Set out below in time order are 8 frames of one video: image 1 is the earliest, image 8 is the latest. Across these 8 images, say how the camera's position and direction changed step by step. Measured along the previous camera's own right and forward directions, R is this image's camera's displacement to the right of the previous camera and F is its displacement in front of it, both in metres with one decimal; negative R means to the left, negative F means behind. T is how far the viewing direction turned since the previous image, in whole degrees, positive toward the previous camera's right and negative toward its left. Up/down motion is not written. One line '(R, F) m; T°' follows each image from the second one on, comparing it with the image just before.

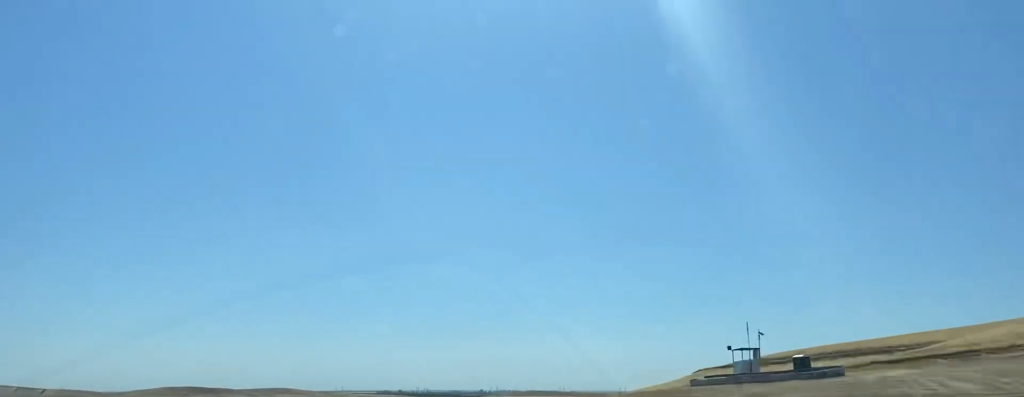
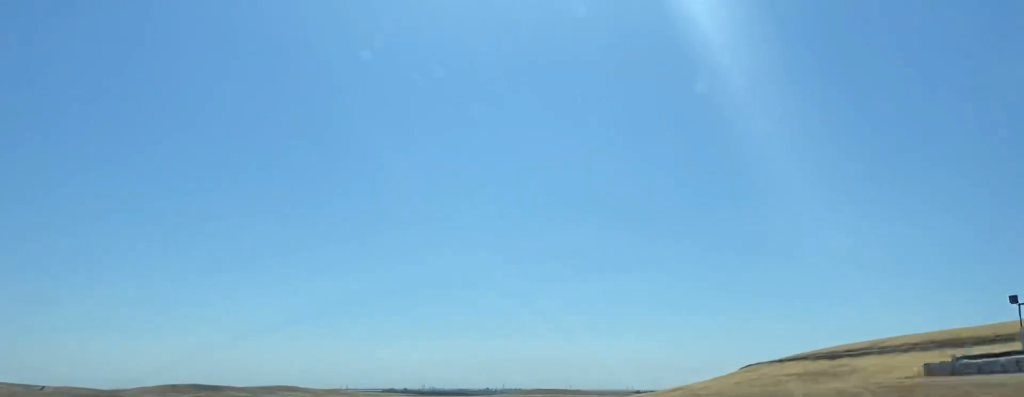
(+0.8, +40.6) m; 0°
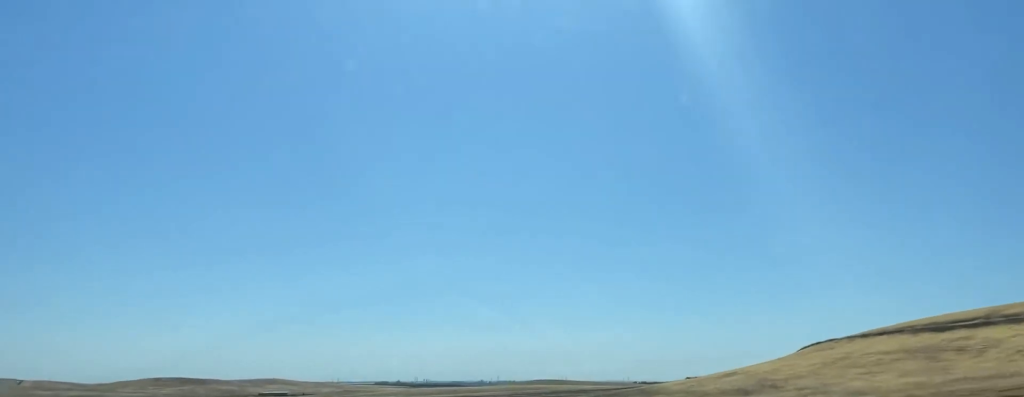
(-1.0, +42.9) m; -2°
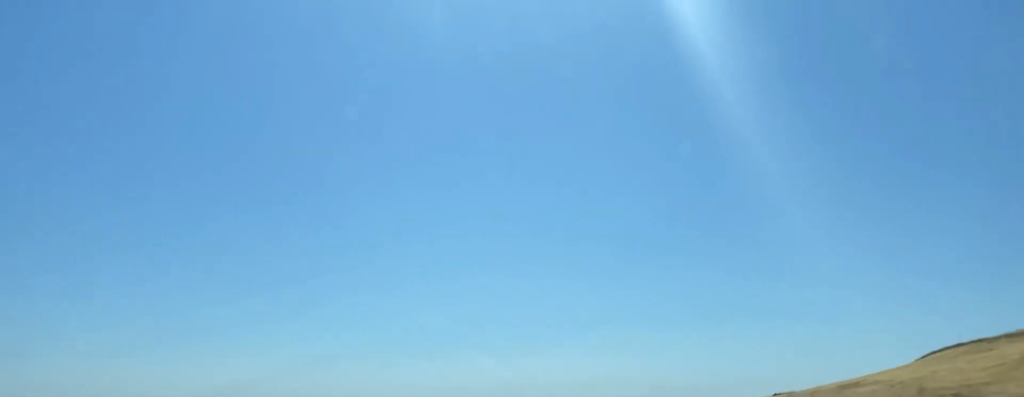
(-0.6, +34.8) m; -6°
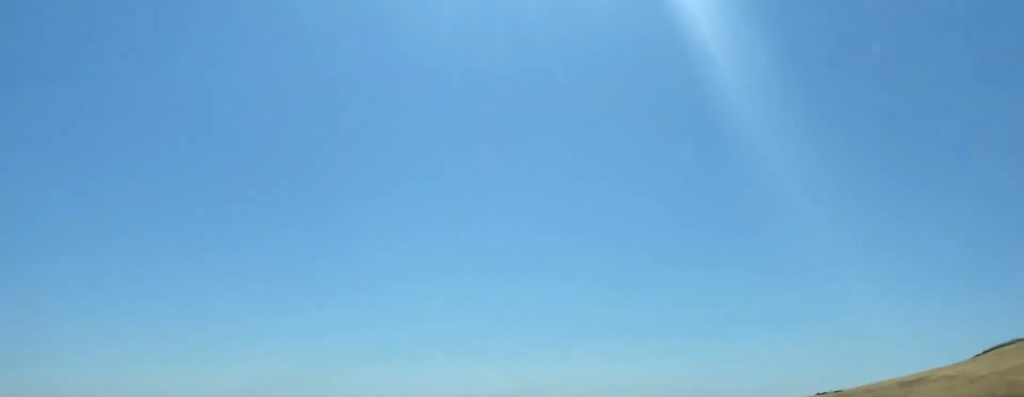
(+0.3, +11.2) m; -6°
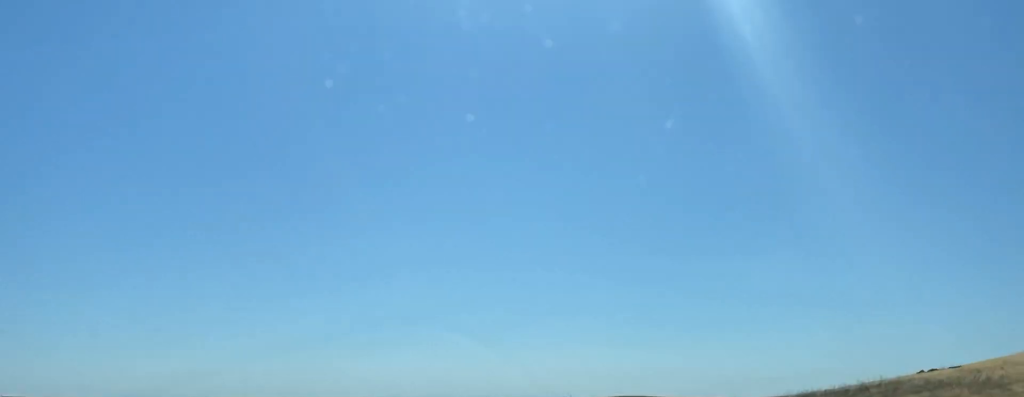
(-2.4, +20.2) m; -17°
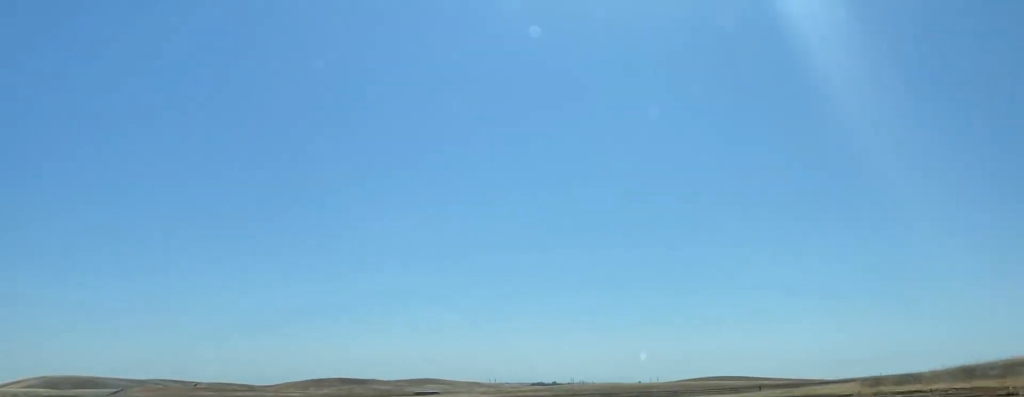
(-0.5, +11.5) m; -12°
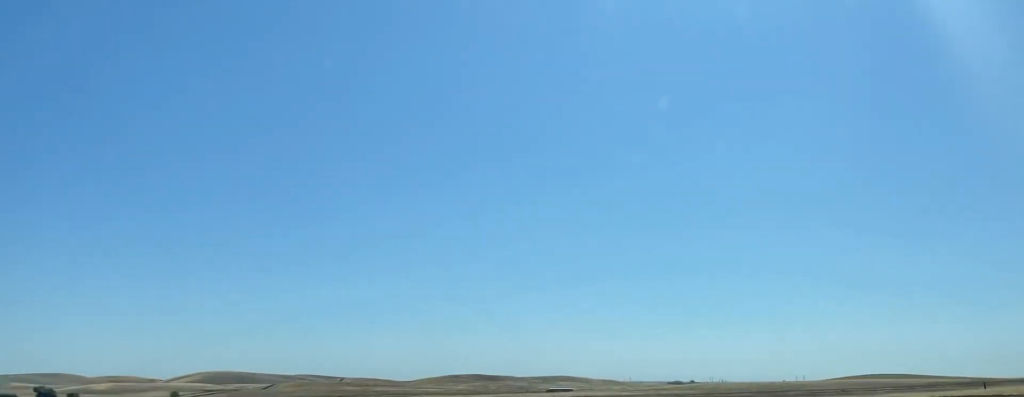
(-3.0, +15.5) m; -12°
